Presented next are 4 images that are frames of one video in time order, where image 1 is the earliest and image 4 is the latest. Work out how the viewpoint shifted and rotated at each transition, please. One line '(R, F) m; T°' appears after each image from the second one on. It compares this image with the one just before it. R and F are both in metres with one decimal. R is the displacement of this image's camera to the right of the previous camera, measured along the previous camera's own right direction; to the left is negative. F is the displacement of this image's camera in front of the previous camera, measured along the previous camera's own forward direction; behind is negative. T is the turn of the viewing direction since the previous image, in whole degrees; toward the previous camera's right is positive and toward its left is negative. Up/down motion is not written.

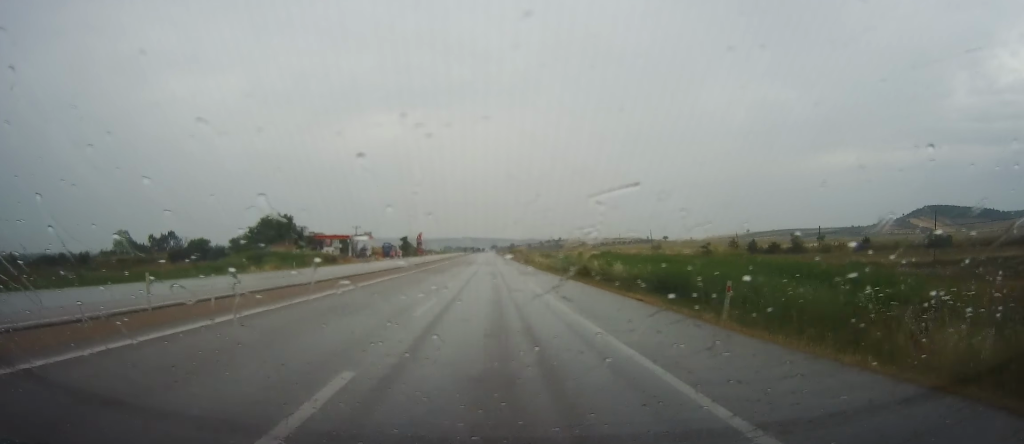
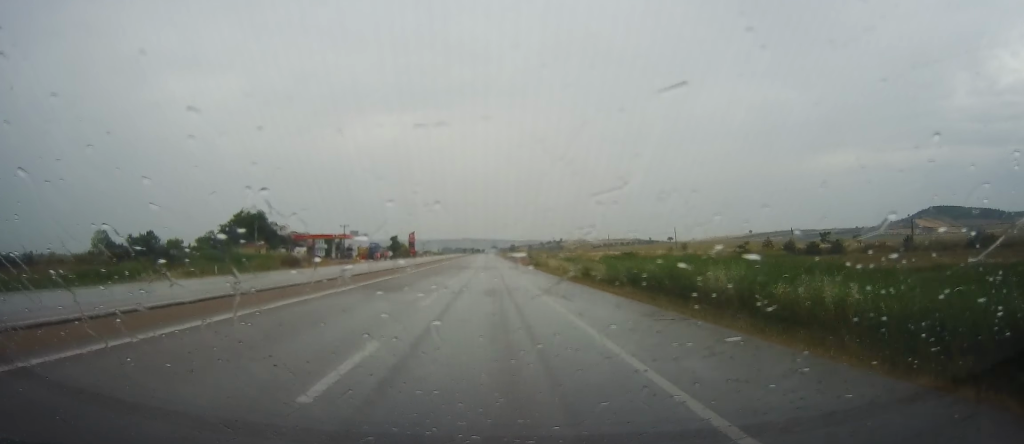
(+0.2, +20.3) m; +1°
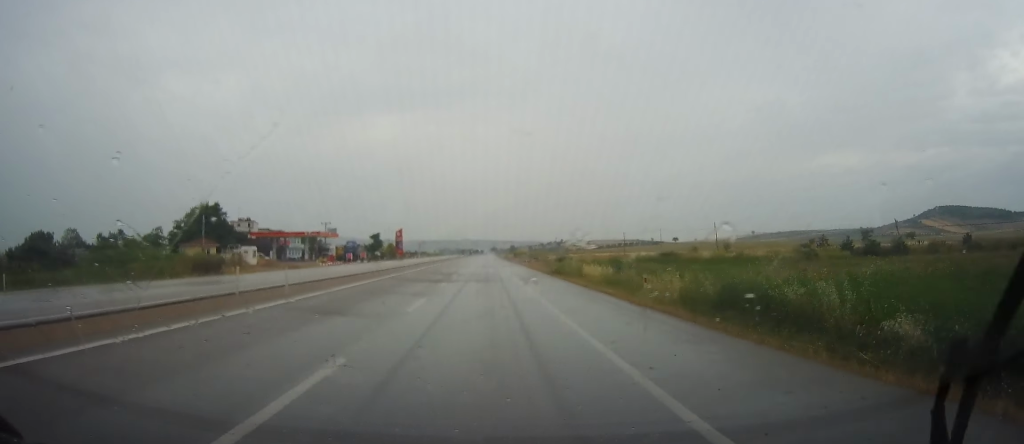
(+0.1, +25.2) m; 0°
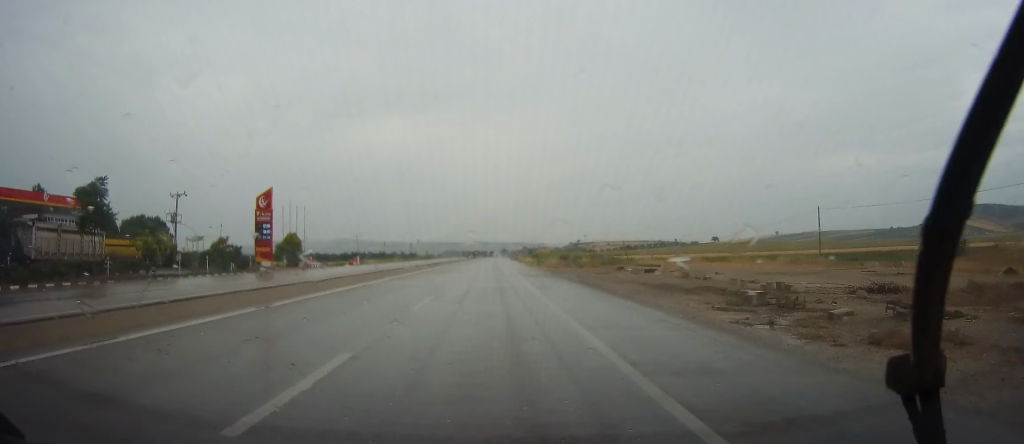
(+0.3, +103.8) m; 0°
